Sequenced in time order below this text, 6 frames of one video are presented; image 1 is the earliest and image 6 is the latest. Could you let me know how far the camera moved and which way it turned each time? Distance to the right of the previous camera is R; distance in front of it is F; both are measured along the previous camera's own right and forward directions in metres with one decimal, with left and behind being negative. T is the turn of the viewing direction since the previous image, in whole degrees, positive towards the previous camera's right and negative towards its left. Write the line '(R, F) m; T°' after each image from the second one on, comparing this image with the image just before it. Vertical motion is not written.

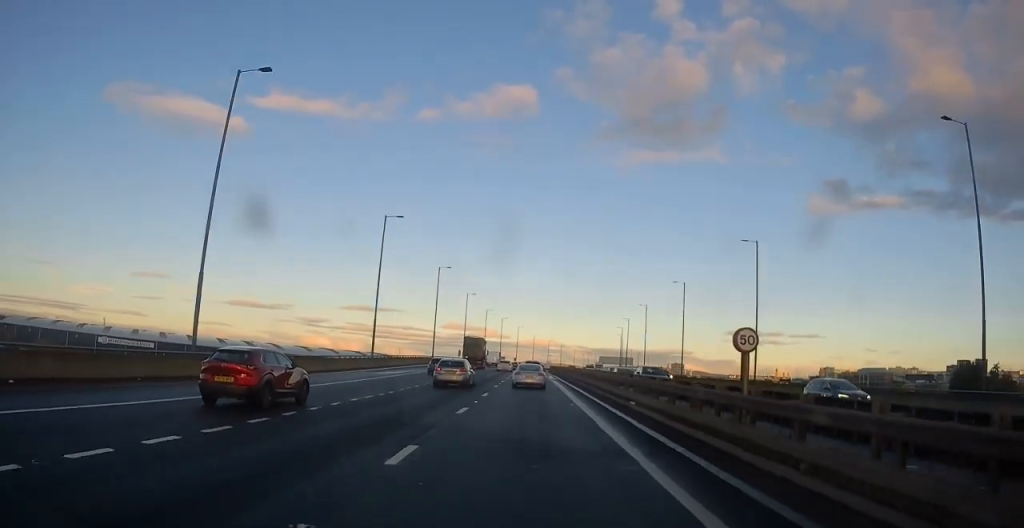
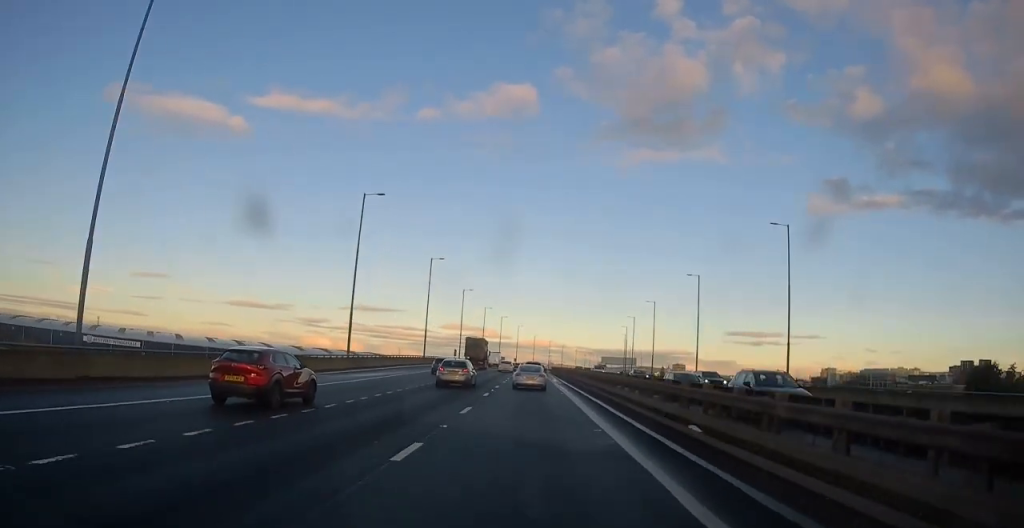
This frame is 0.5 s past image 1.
(0.0, +8.7) m; 0°
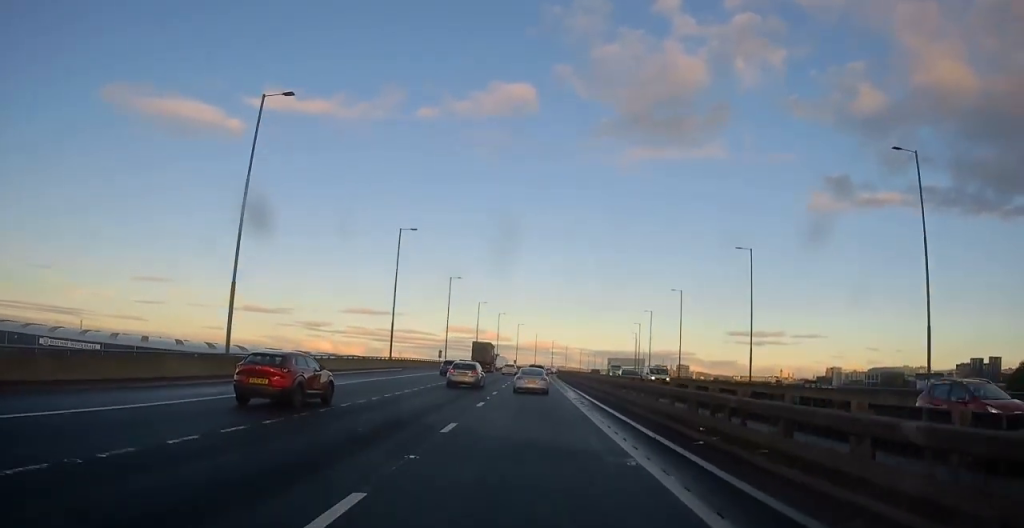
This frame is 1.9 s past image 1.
(-0.1, +22.3) m; 0°
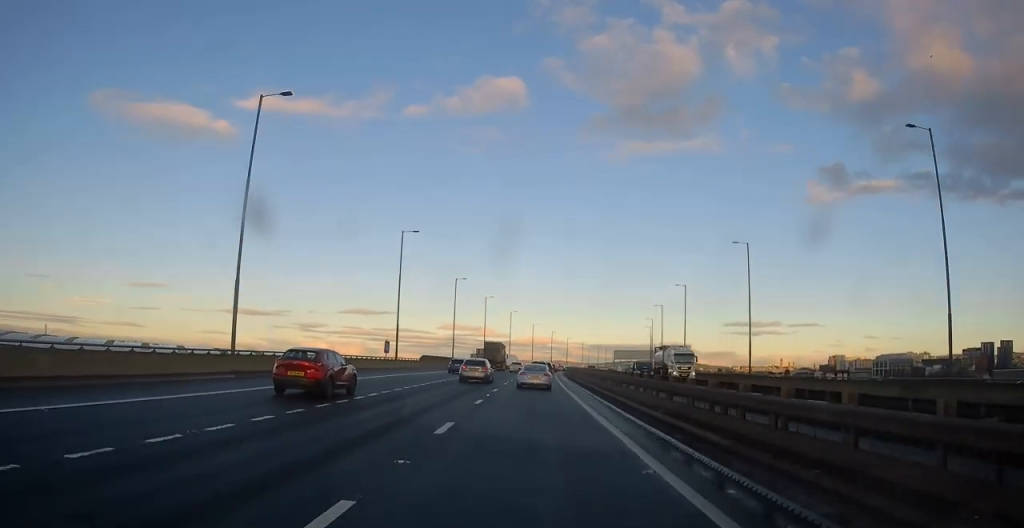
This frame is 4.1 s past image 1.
(0.0, +36.2) m; +1°
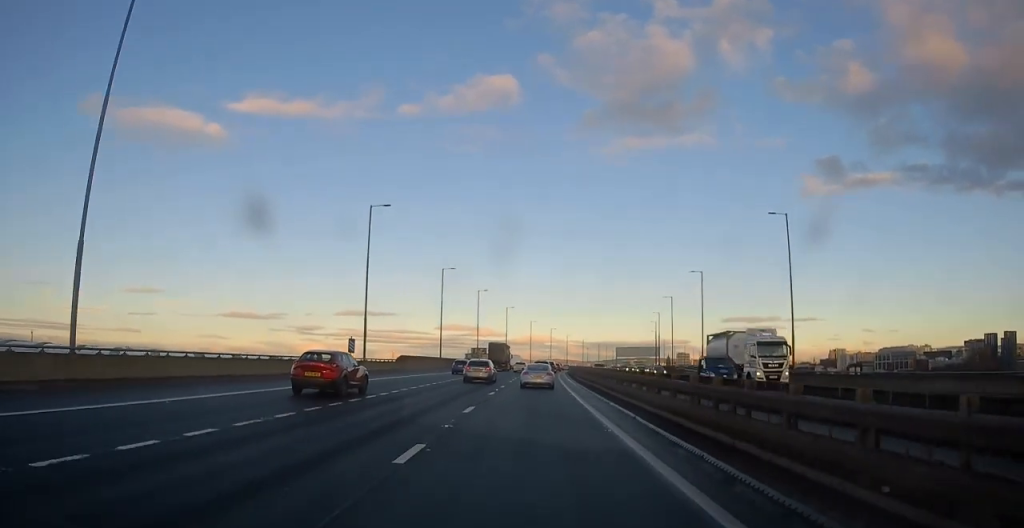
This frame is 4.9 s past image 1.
(+0.1, +12.6) m; +1°
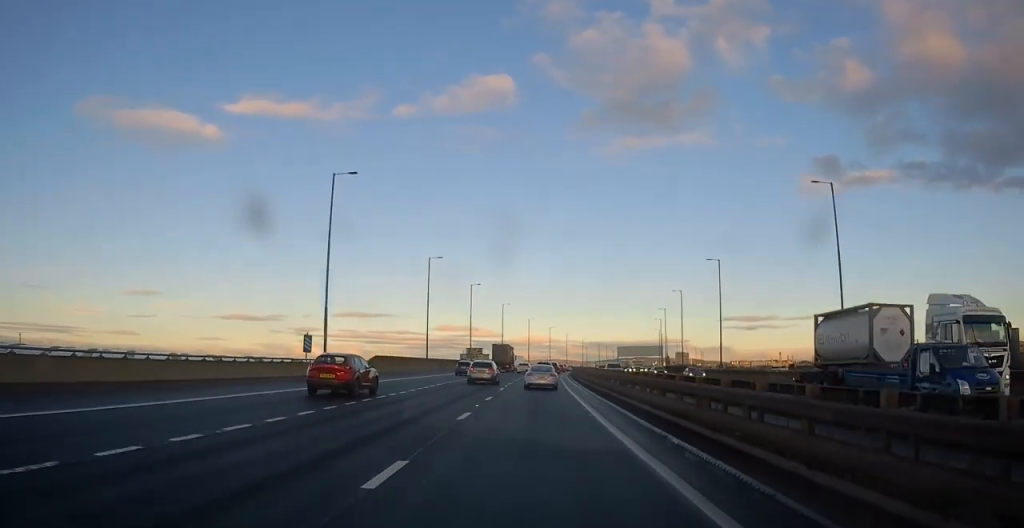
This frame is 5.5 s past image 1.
(+0.2, +10.4) m; 0°
